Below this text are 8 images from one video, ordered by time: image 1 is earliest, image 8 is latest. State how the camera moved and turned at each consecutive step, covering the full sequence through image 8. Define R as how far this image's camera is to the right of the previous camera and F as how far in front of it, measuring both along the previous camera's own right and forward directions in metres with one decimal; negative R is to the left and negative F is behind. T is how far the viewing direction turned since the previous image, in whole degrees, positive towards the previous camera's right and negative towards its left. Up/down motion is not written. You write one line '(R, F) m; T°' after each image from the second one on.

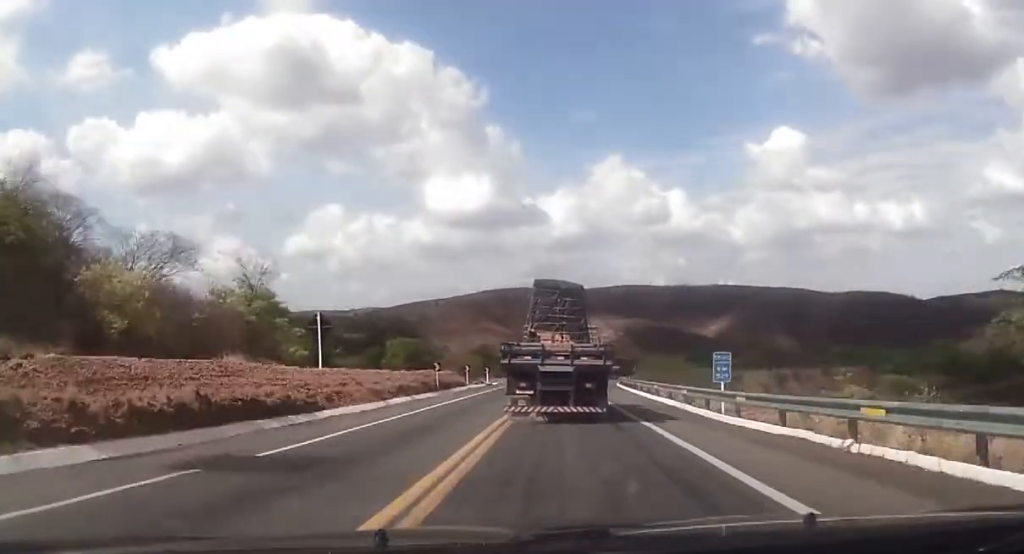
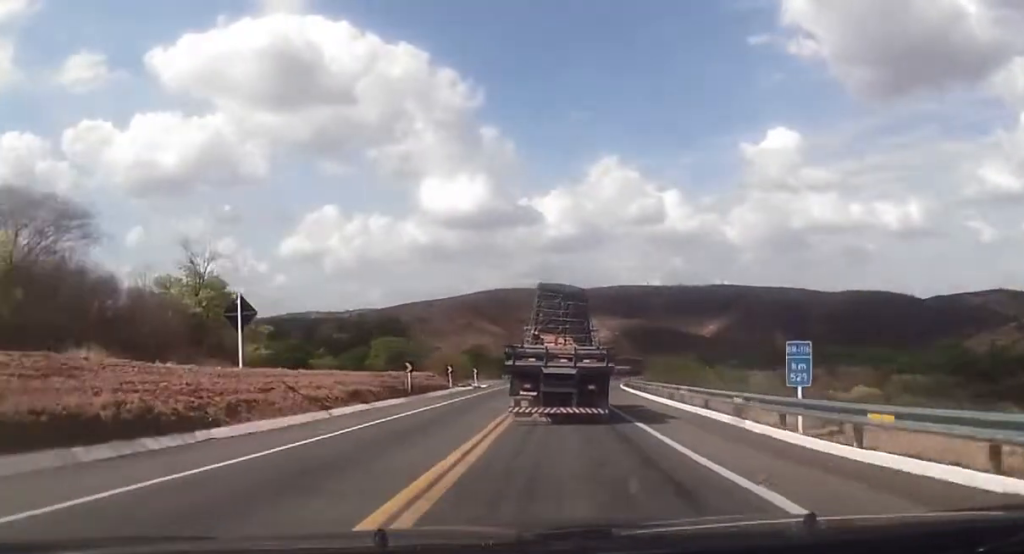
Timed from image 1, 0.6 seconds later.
(0.0, +8.3) m; 0°
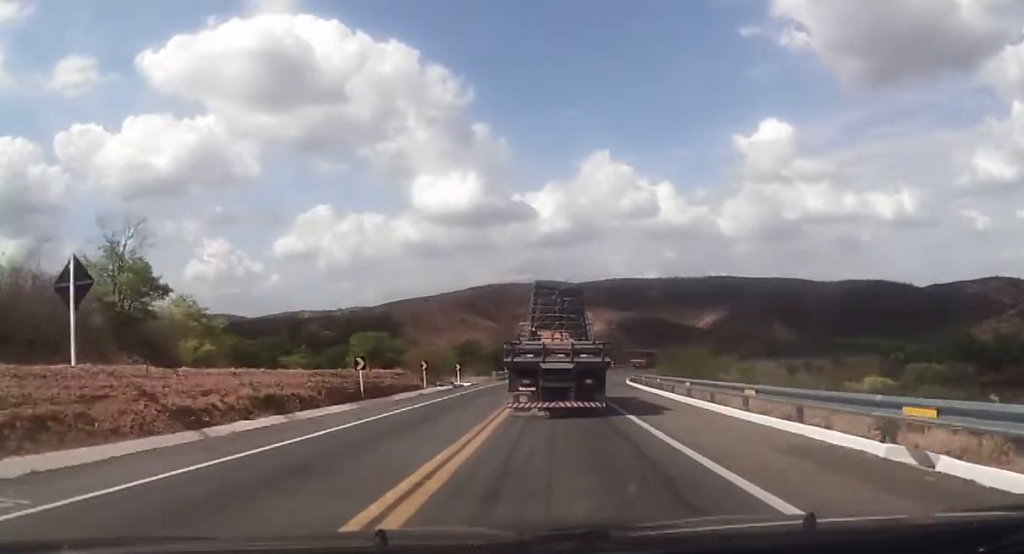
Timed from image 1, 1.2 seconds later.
(0.0, +9.4) m; 0°
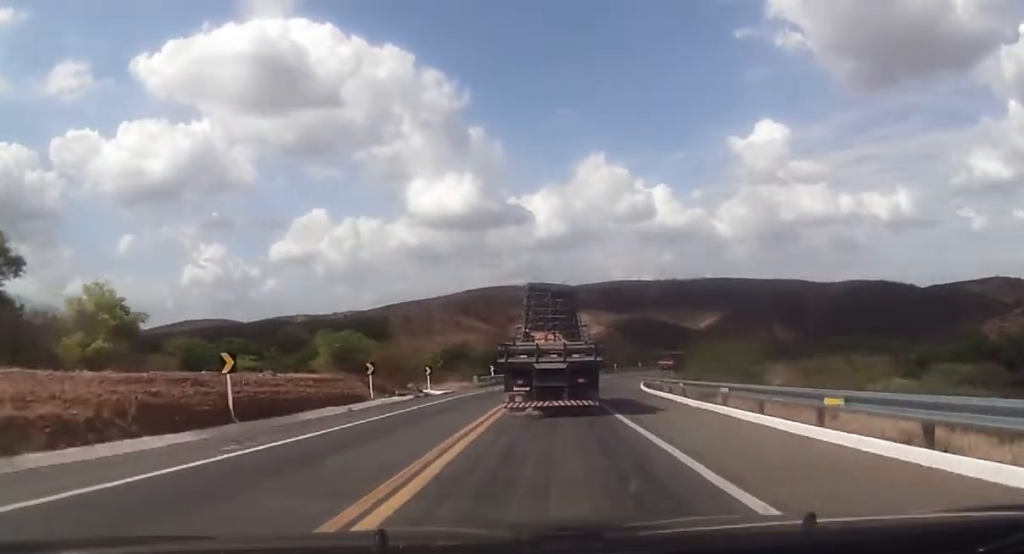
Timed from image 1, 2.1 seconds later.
(0.0, +13.0) m; 0°
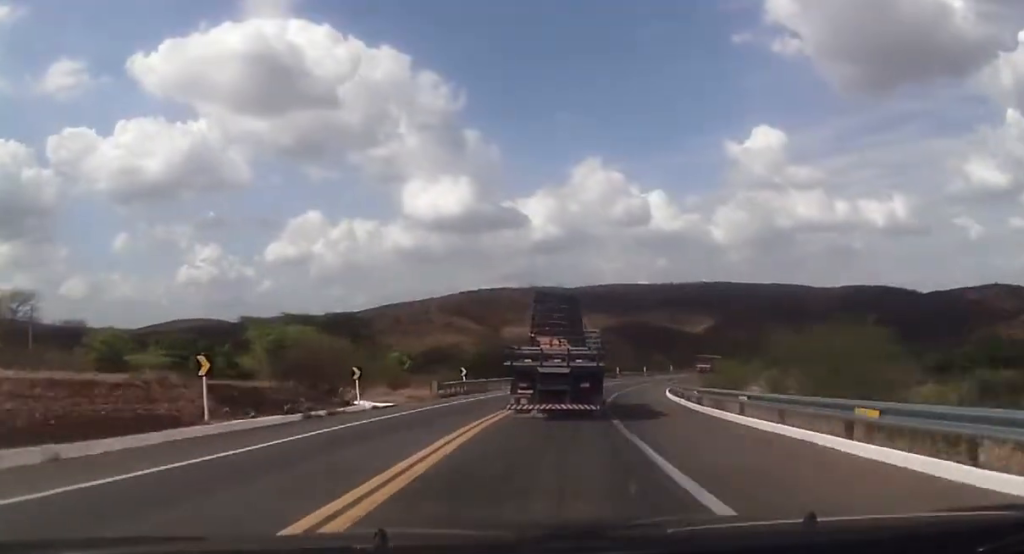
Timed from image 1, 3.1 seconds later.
(0.0, +16.7) m; 0°
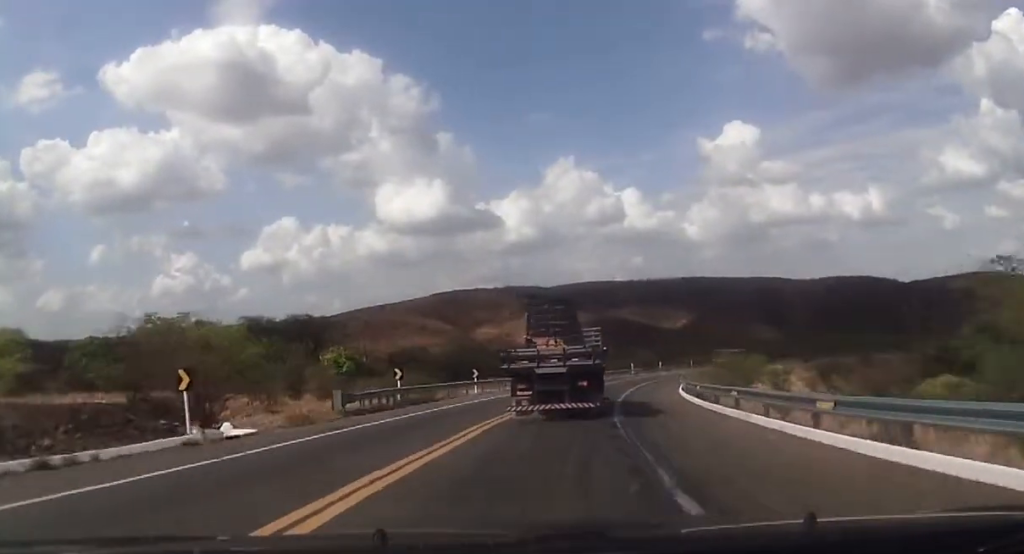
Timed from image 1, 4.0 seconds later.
(0.0, +14.5) m; +2°
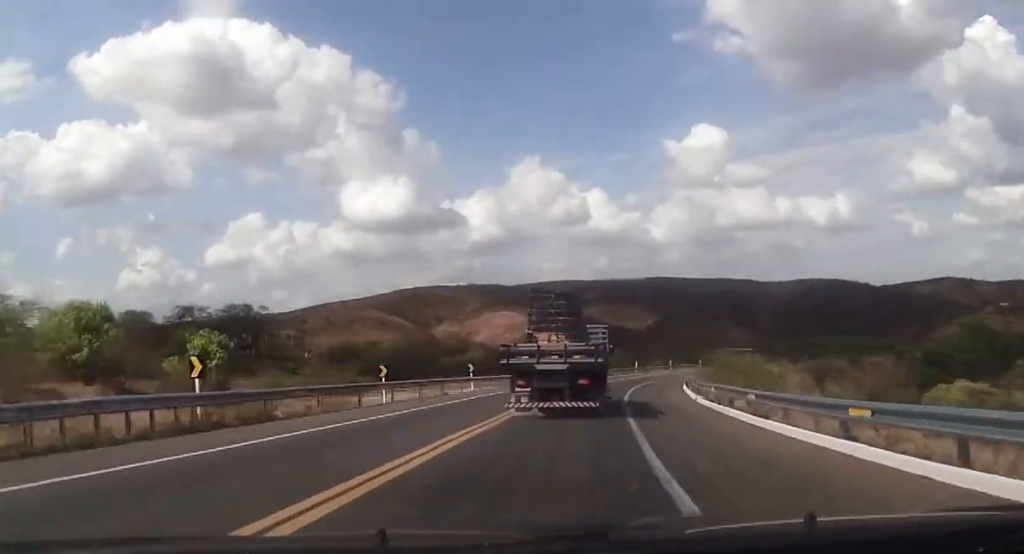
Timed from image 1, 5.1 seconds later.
(+0.5, +17.4) m; +2°
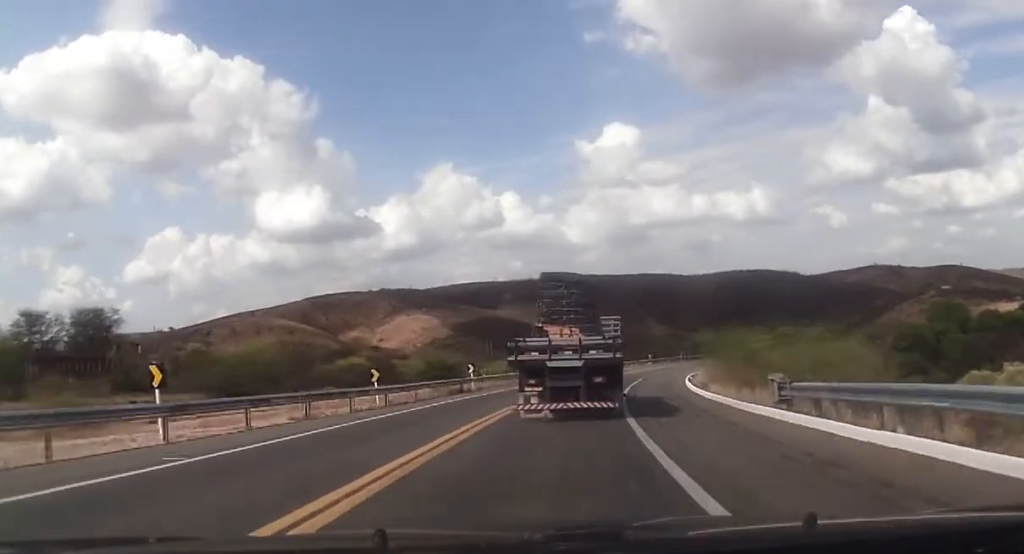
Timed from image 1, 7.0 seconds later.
(+1.0, +32.0) m; +5°
